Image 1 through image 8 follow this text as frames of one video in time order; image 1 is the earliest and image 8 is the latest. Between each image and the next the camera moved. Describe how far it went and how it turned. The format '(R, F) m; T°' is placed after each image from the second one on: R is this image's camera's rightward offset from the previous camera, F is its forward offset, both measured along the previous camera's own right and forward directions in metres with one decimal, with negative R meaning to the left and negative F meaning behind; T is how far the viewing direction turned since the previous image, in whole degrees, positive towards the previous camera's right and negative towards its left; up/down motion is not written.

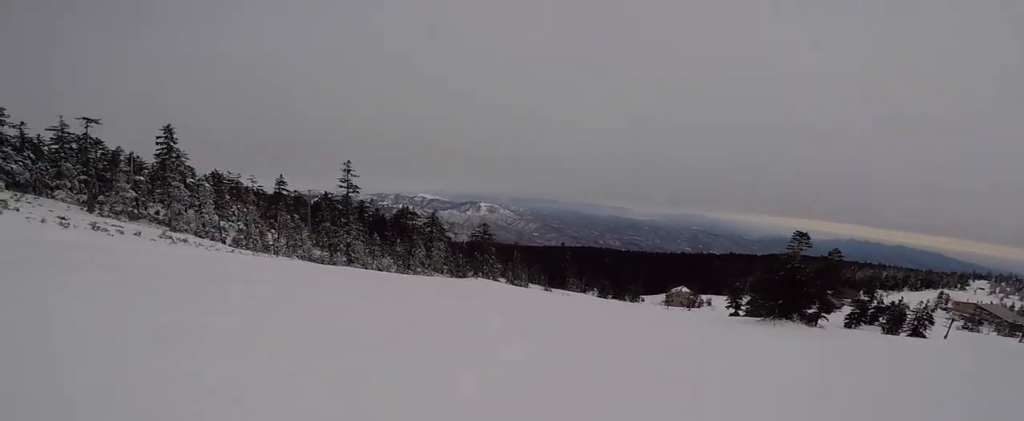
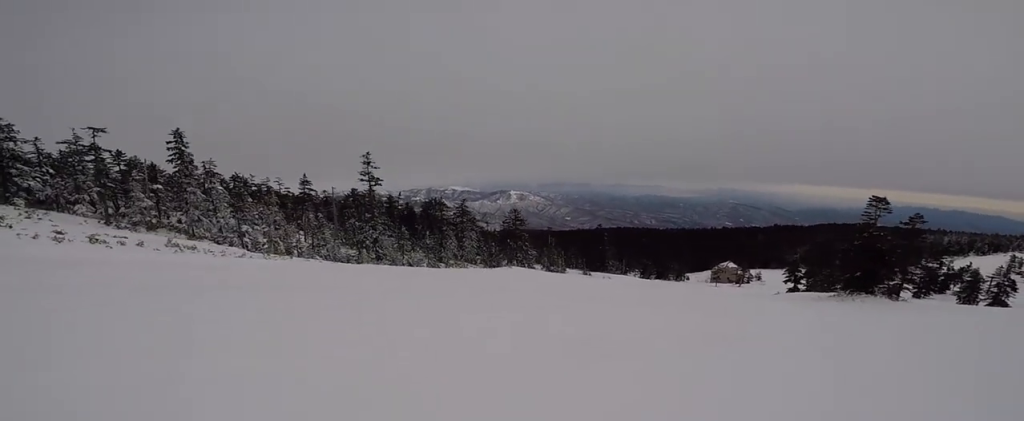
(-0.2, +3.8) m; +4°
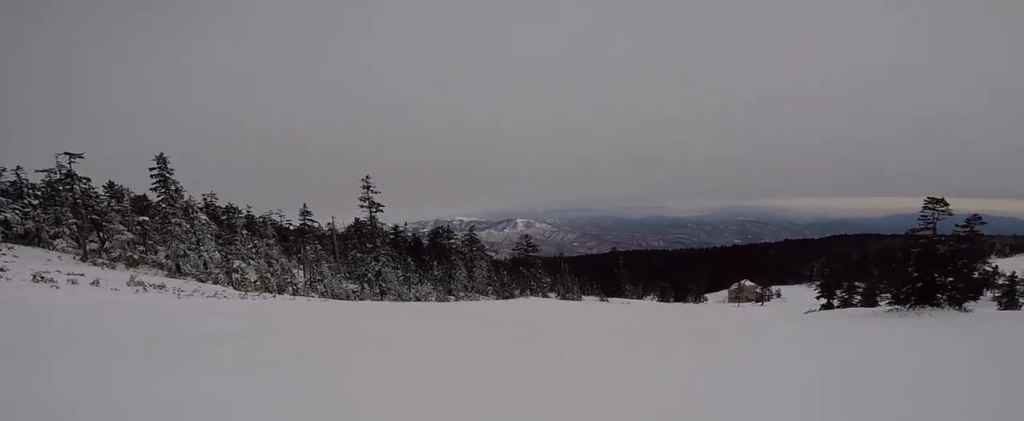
(+0.4, +4.4) m; +7°
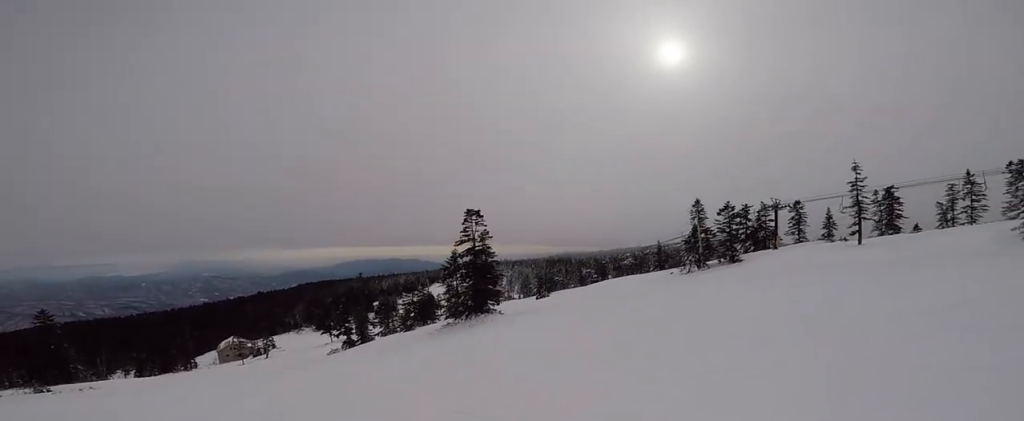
(+3.7, +13.2) m; +33°
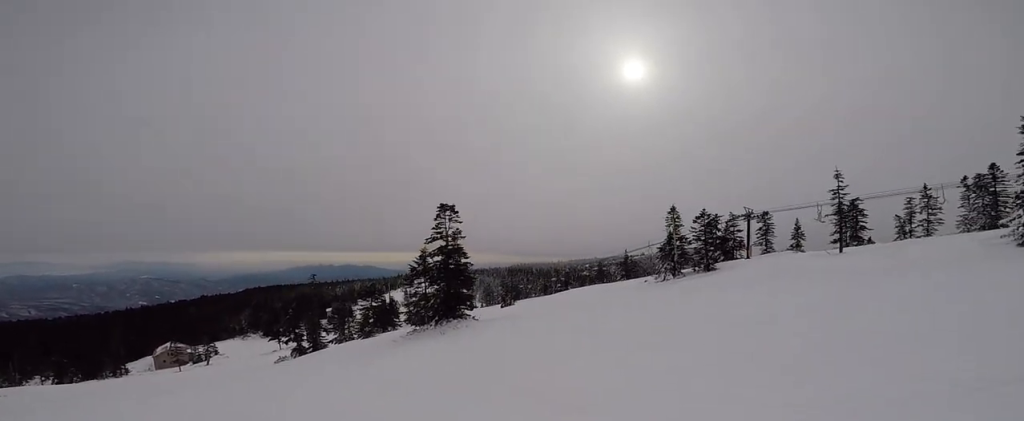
(+0.4, +3.5) m; +10°
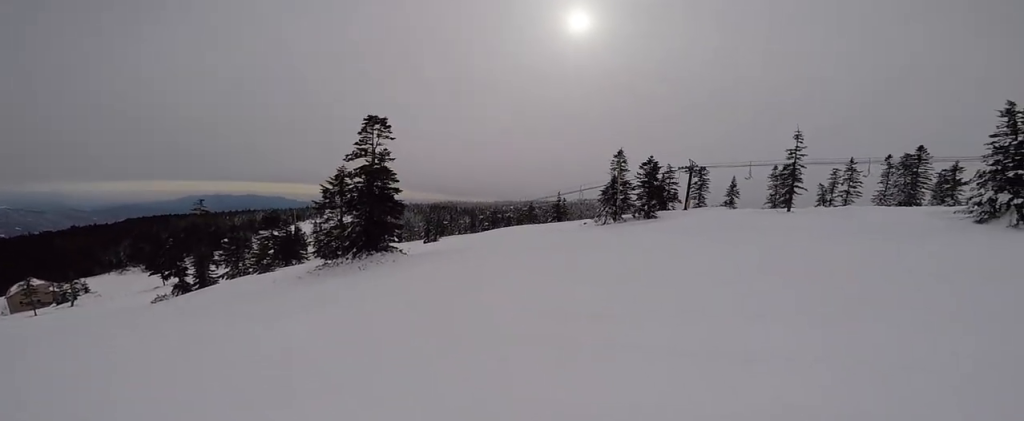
(-0.1, +5.0) m; +15°
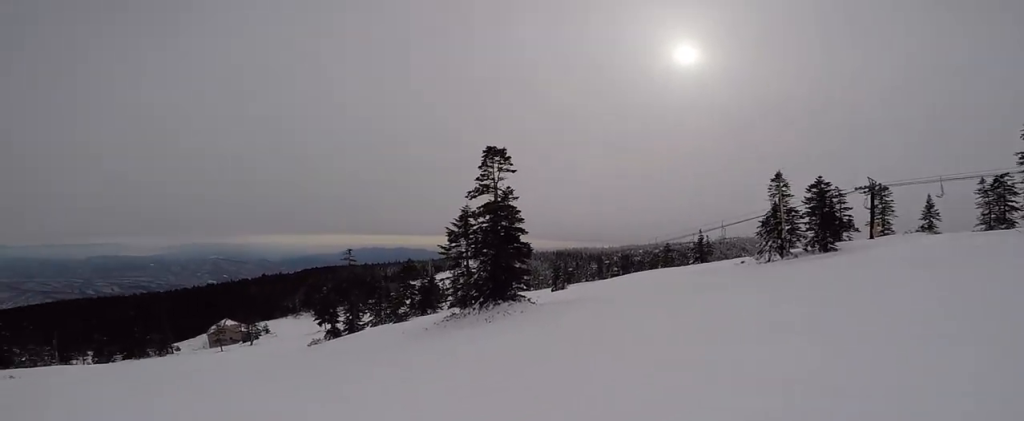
(+1.4, +4.3) m; -7°
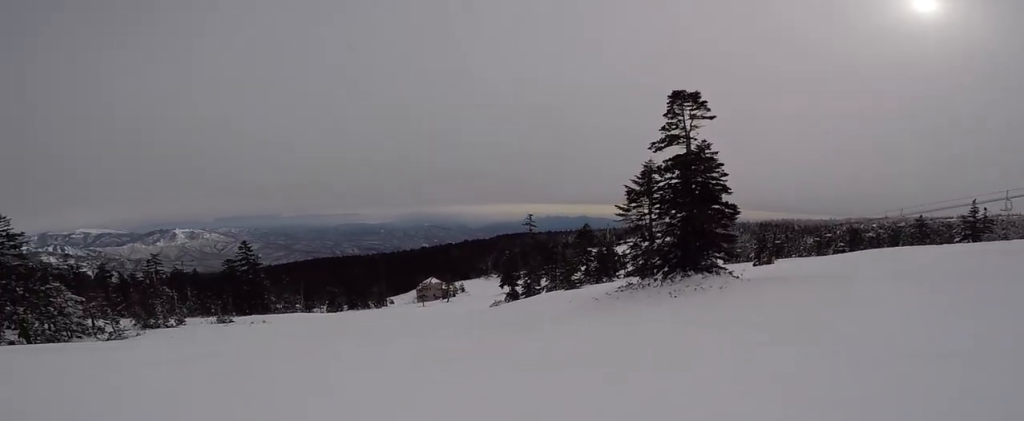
(-0.7, +2.5) m; -16°
